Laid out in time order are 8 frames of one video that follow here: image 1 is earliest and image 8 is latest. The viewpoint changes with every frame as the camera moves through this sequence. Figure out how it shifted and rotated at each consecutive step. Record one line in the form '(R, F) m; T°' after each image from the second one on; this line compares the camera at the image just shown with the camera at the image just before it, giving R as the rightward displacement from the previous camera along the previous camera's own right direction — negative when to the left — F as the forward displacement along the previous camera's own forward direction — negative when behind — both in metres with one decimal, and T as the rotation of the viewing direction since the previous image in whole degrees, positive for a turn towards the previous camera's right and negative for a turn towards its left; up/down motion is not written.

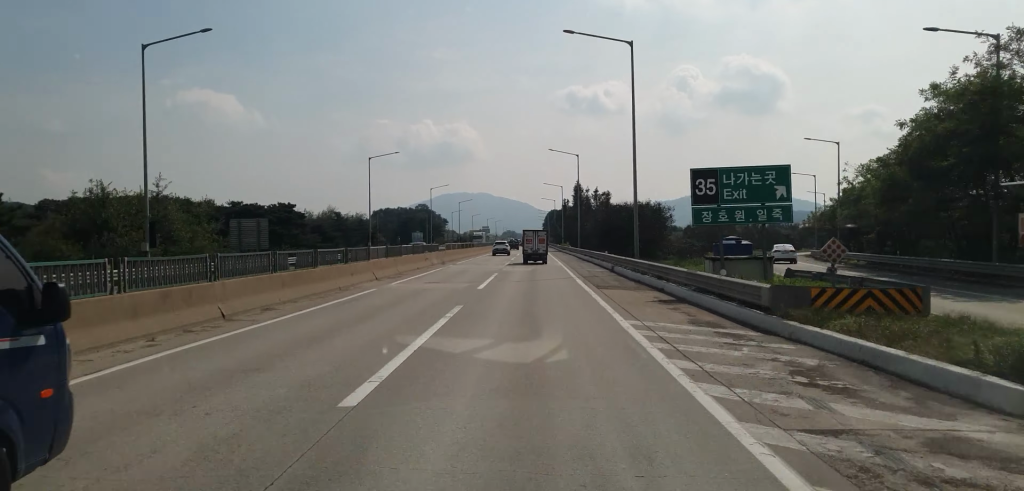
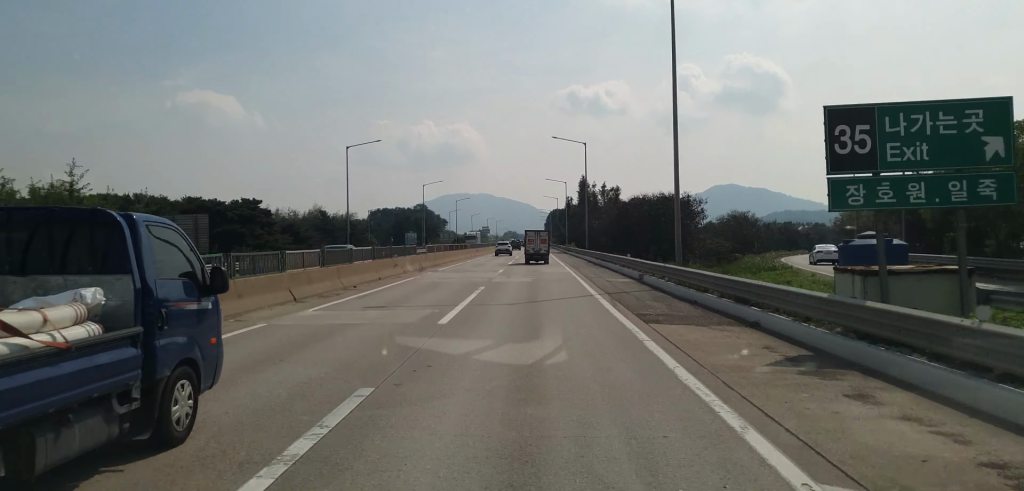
(-0.1, +11.6) m; 0°
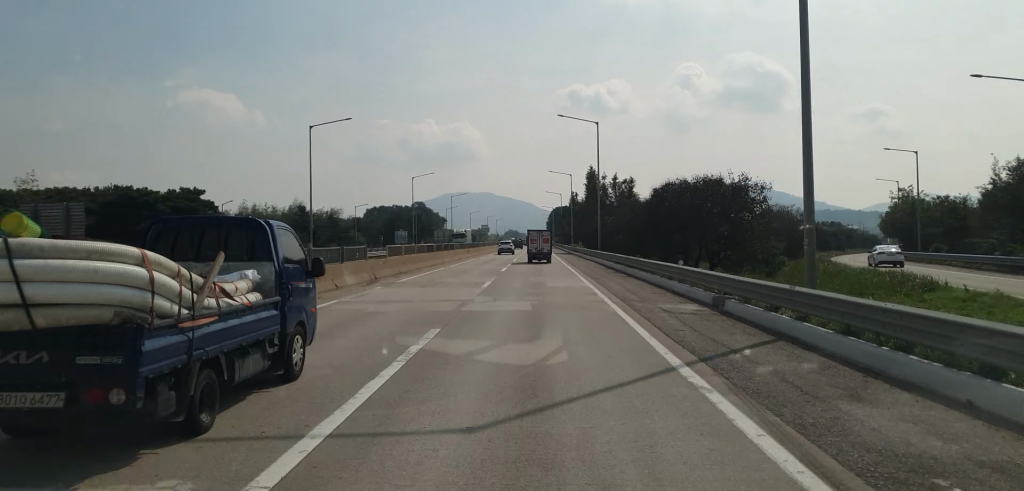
(+0.2, +14.1) m; 0°
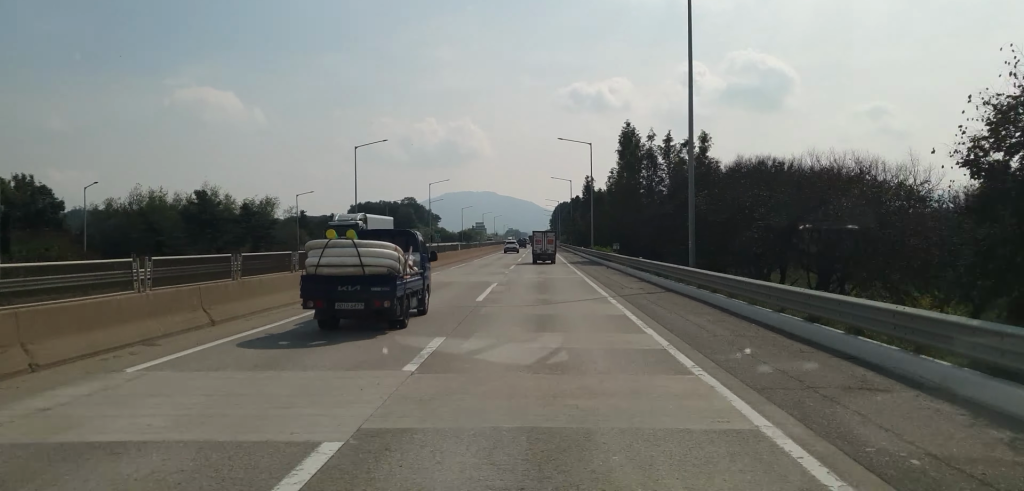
(-0.7, +40.1) m; -1°
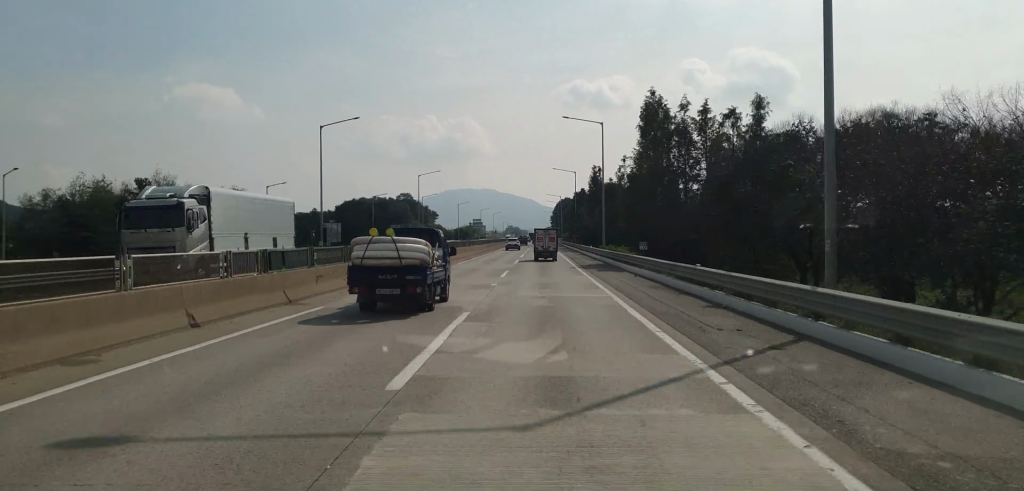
(-0.3, +13.4) m; 0°
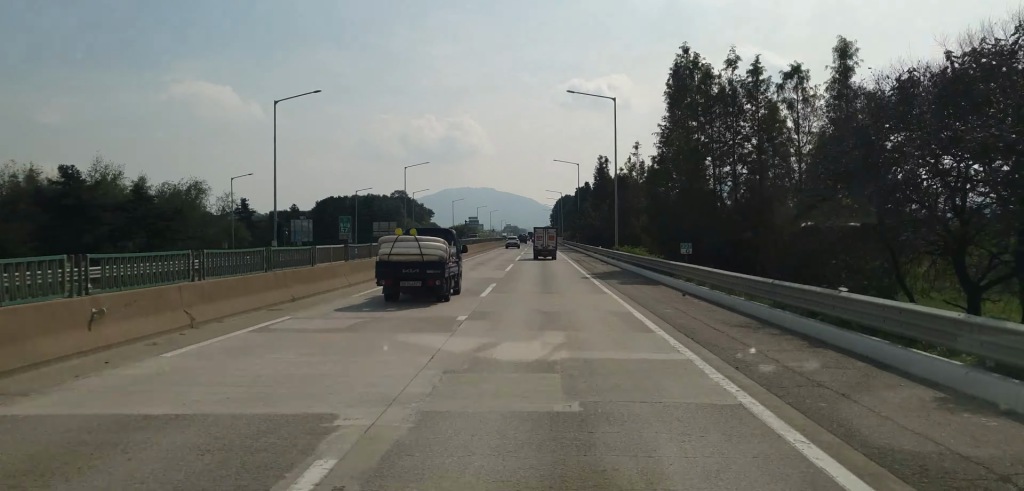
(+0.3, +12.0) m; 0°
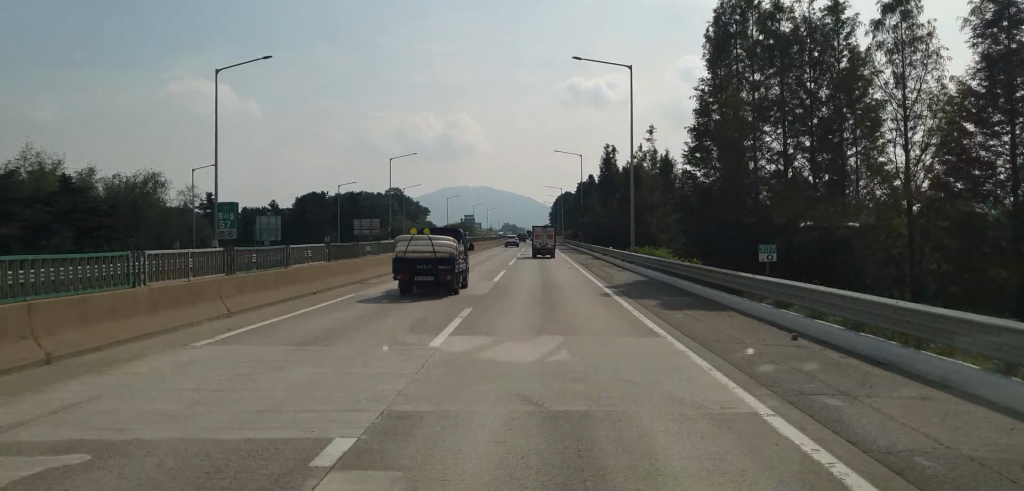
(+0.2, +10.4) m; 0°
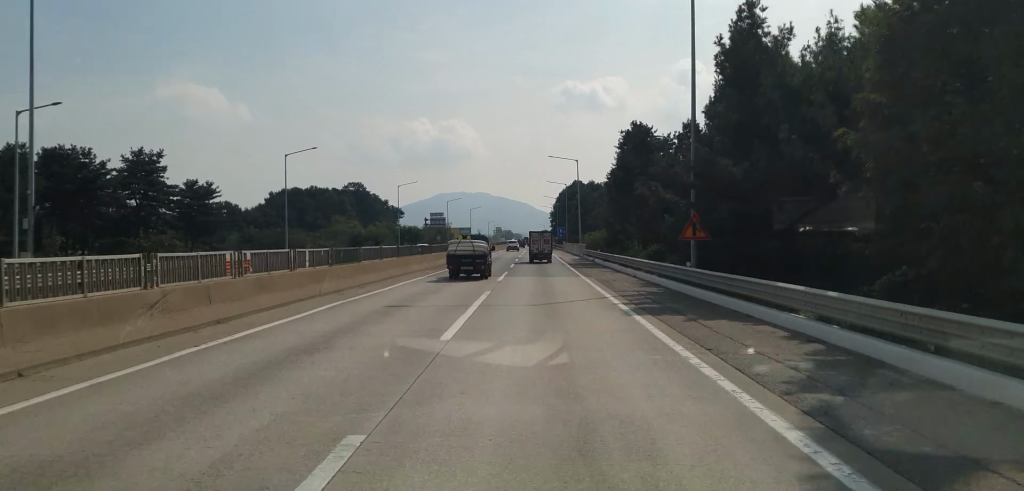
(-0.3, +72.4) m; 0°
